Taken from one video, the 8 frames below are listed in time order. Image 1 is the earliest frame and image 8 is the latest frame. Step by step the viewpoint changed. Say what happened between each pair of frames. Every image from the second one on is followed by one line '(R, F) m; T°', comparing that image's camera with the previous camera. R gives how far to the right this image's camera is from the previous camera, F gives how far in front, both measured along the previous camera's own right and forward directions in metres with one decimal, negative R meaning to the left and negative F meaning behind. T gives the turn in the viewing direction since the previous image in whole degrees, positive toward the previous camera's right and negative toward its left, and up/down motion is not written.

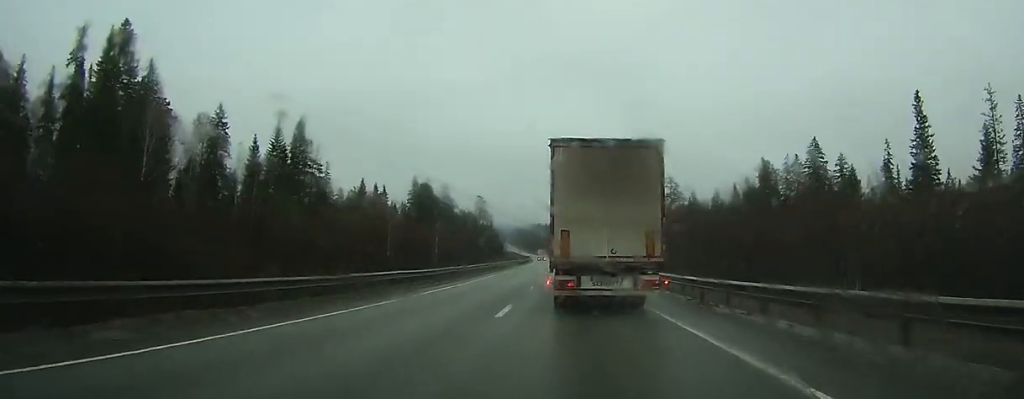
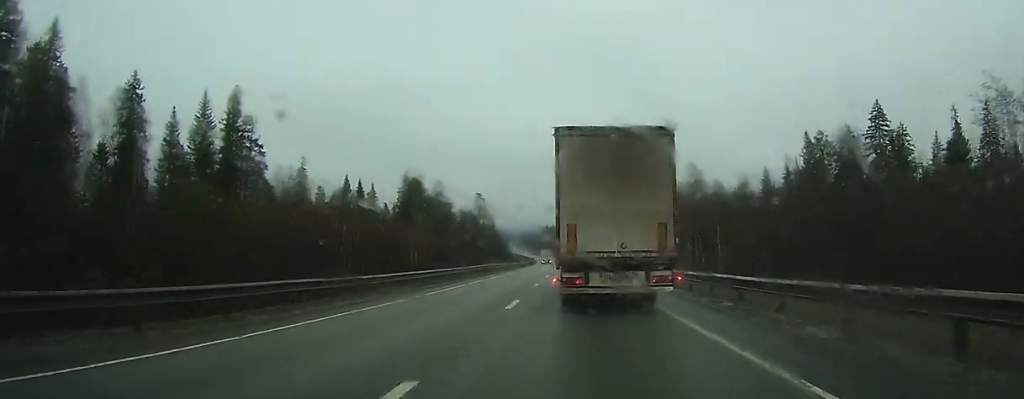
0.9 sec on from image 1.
(-0.1, +22.7) m; -1°
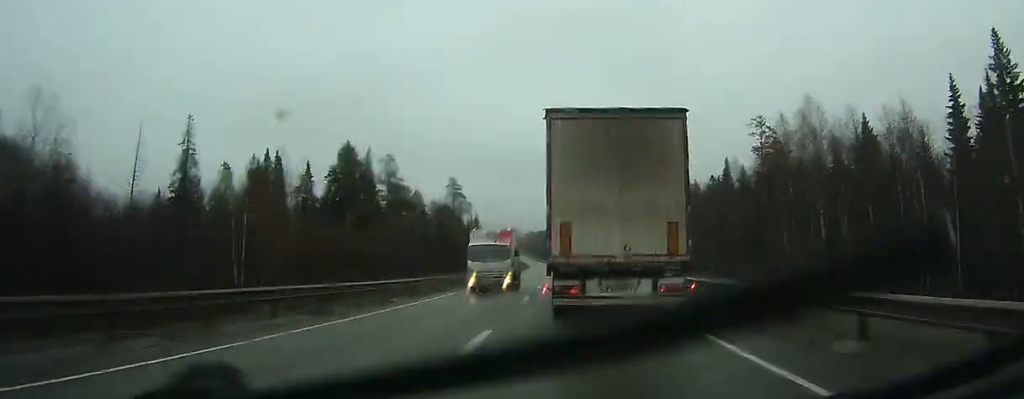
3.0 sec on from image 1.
(-1.0, +55.9) m; -2°
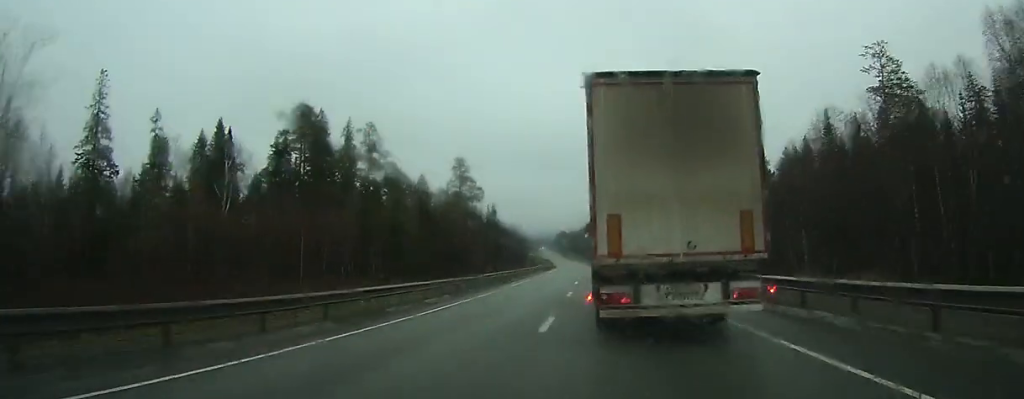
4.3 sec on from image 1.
(-0.4, +33.8) m; -1°
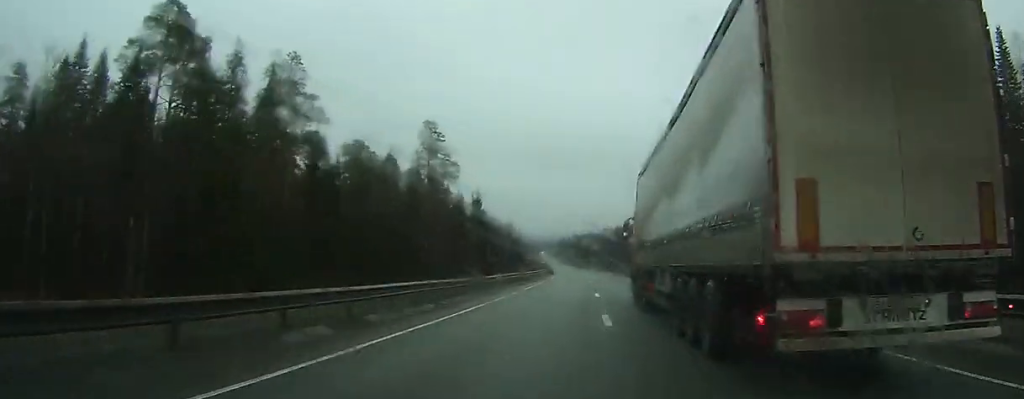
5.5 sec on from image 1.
(-0.4, +34.7) m; -1°
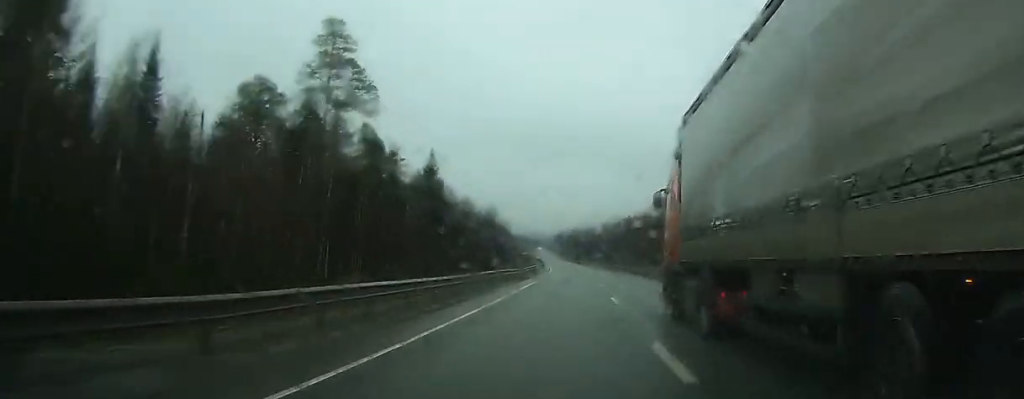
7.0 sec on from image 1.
(-0.4, +41.0) m; -1°
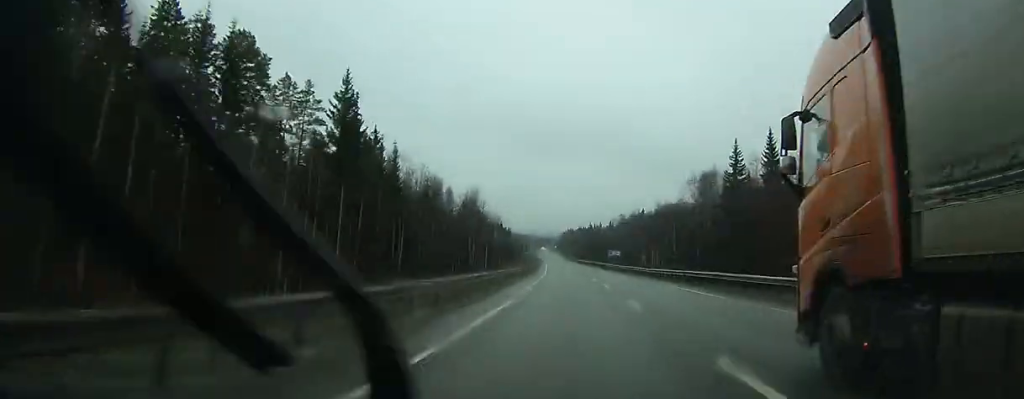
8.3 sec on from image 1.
(0.0, +36.6) m; 0°
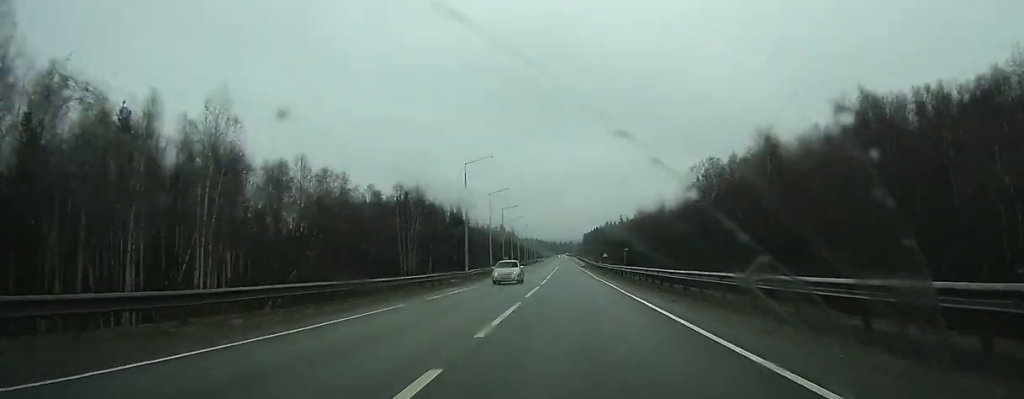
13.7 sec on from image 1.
(-2.6, +160.7) m; -2°
